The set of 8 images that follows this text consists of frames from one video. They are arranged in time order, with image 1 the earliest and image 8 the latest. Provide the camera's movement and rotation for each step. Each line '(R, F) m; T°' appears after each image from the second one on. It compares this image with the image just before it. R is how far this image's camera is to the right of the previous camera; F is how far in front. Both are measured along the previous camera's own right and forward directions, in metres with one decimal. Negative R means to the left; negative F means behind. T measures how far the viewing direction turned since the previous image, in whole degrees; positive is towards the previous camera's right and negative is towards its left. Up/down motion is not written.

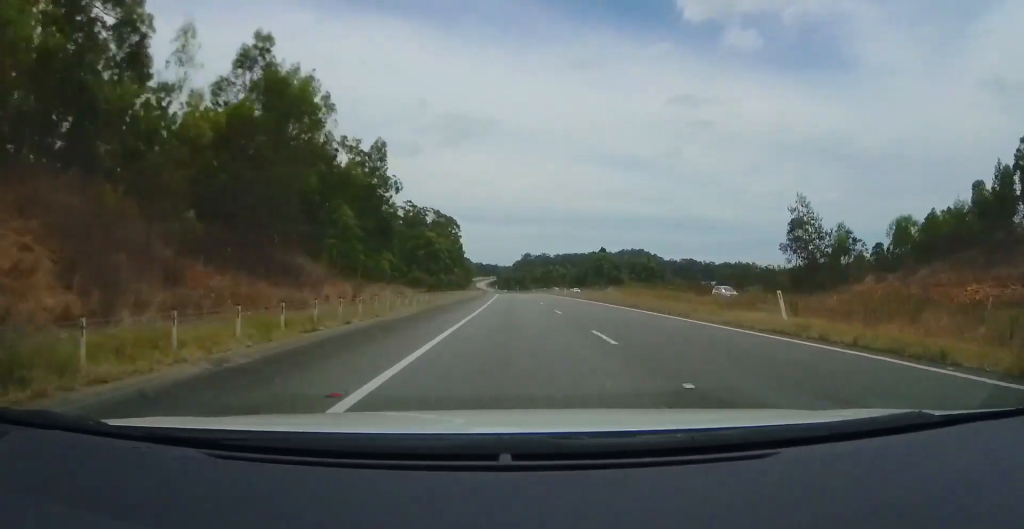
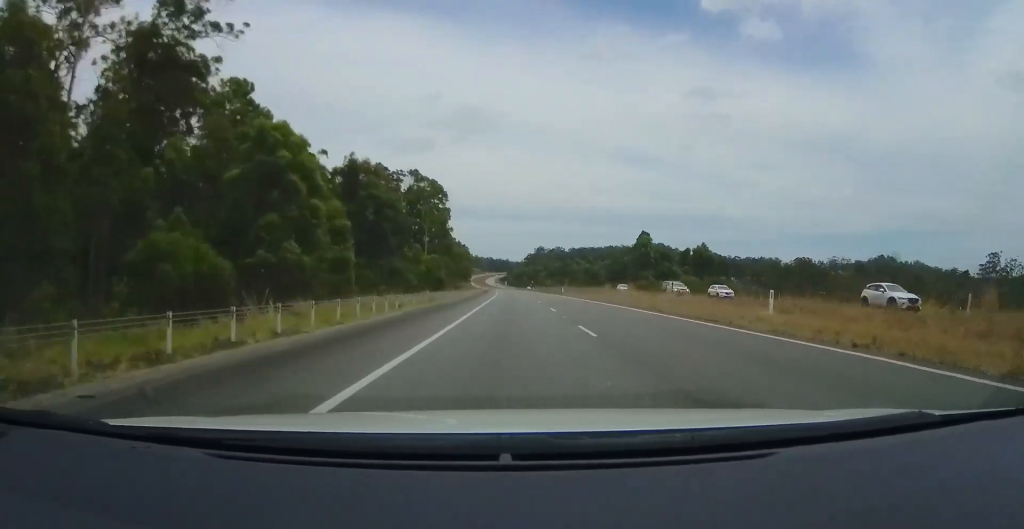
(-1.8, +58.7) m; -3°
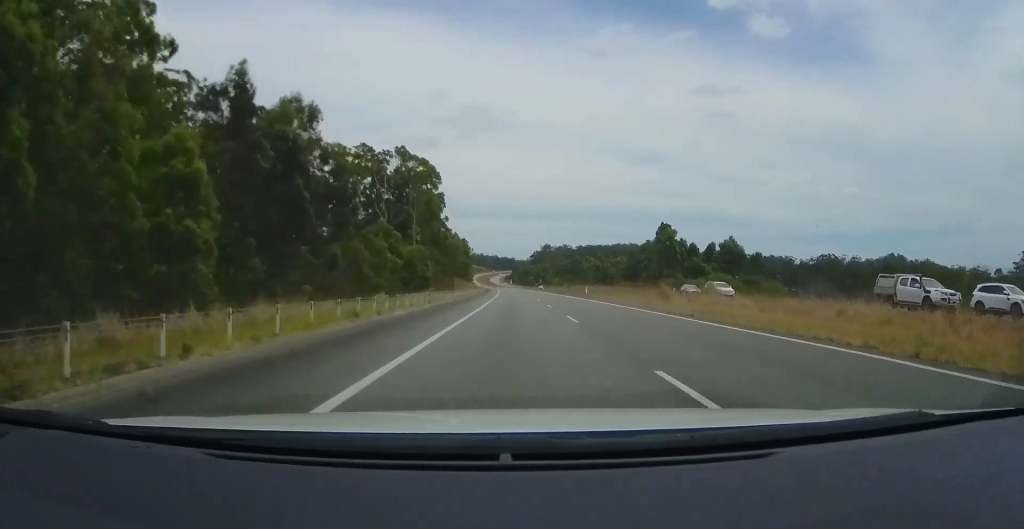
(-0.3, +20.4) m; 0°
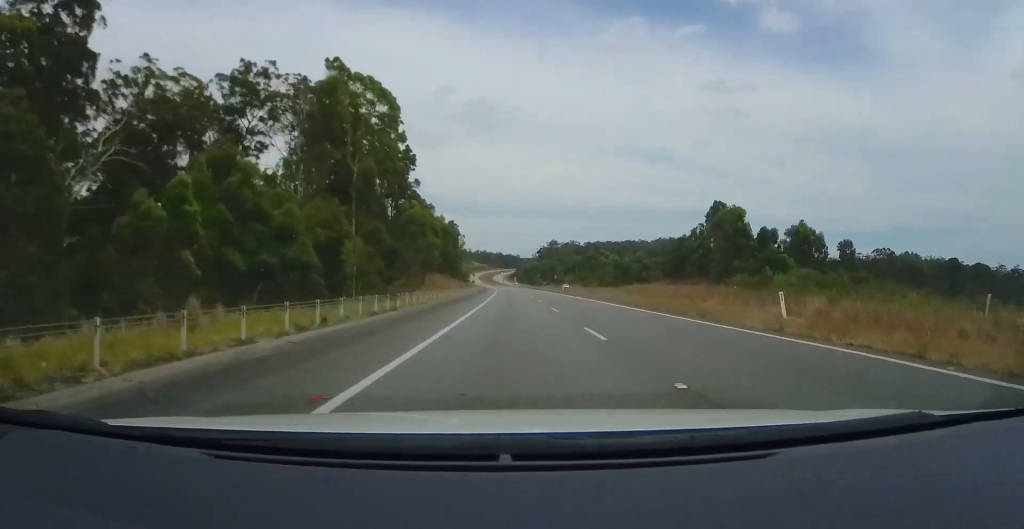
(+0.1, +41.4) m; 0°
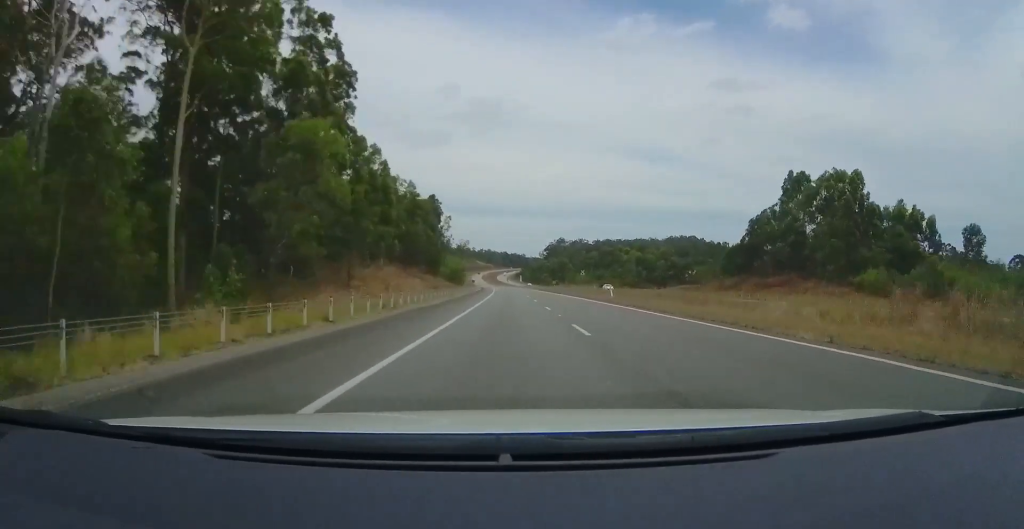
(0.0, +35.5) m; 0°
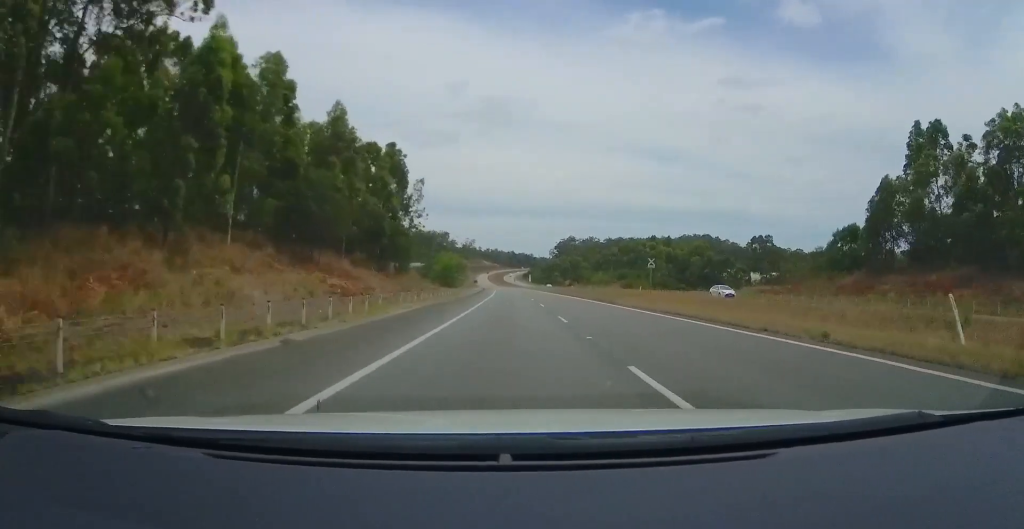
(-0.1, +33.0) m; -1°
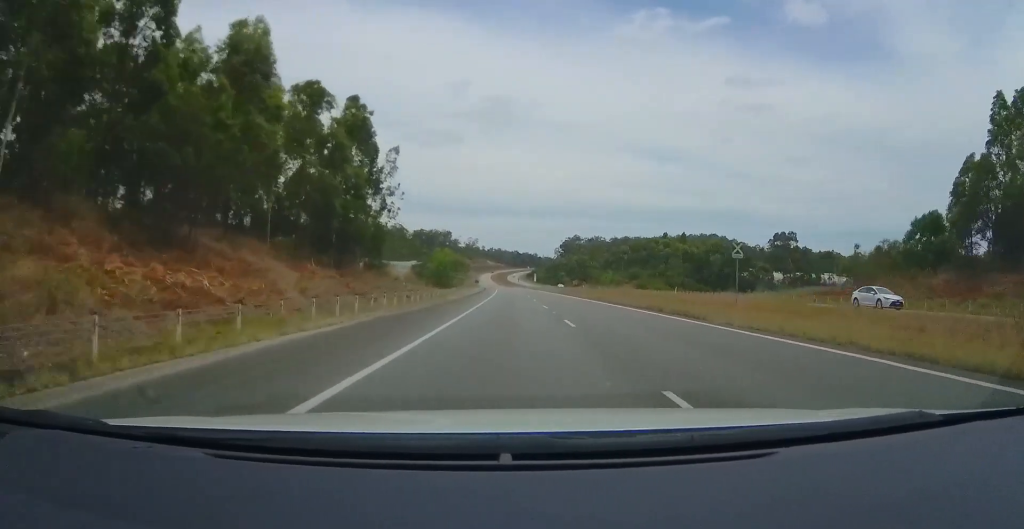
(0.0, +14.6) m; -1°
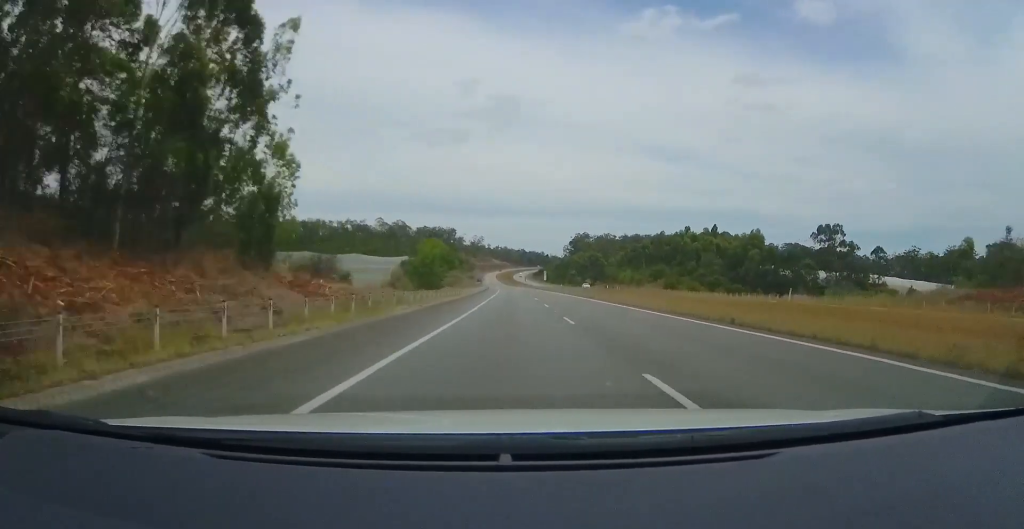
(-0.3, +21.7) m; -1°
